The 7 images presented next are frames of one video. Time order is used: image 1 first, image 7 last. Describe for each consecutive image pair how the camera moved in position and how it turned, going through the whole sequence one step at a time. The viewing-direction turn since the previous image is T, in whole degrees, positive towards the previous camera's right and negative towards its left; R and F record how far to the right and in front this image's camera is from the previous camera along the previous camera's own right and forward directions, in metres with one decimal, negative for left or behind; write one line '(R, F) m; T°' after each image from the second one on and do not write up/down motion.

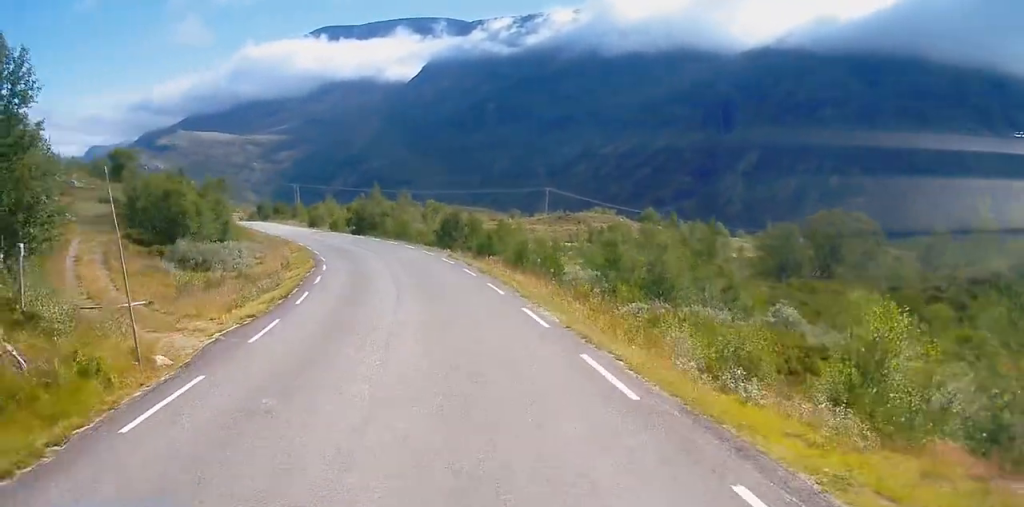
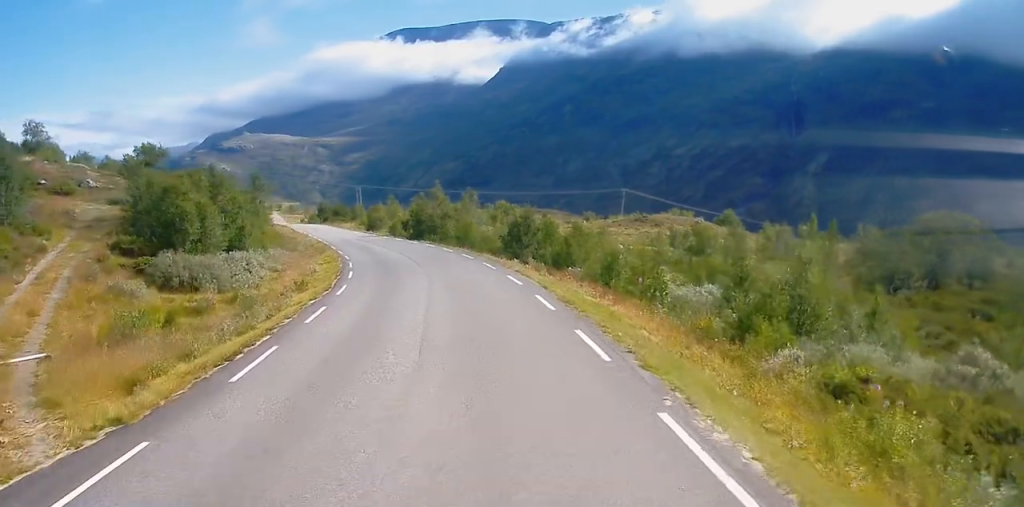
(0.0, +9.1) m; 0°
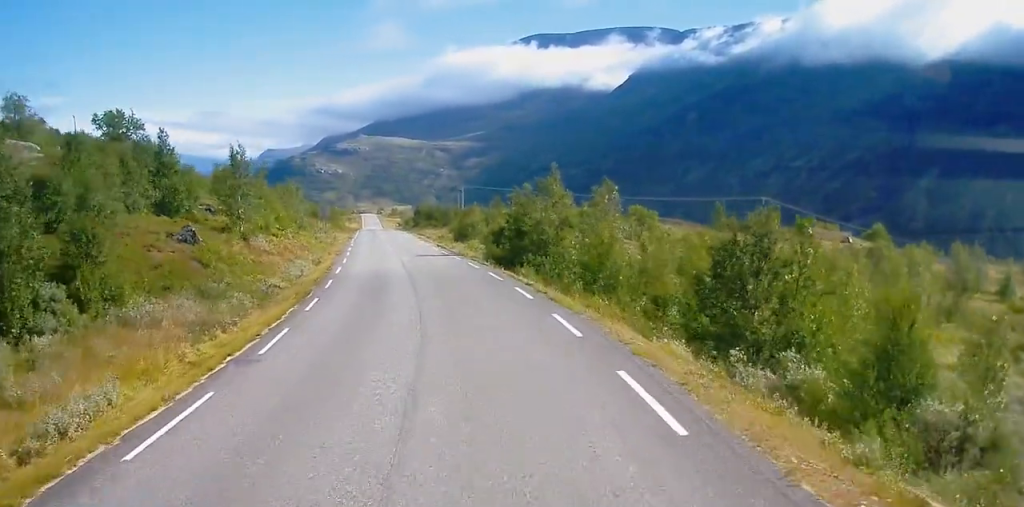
(-4.3, +26.8) m; -22°
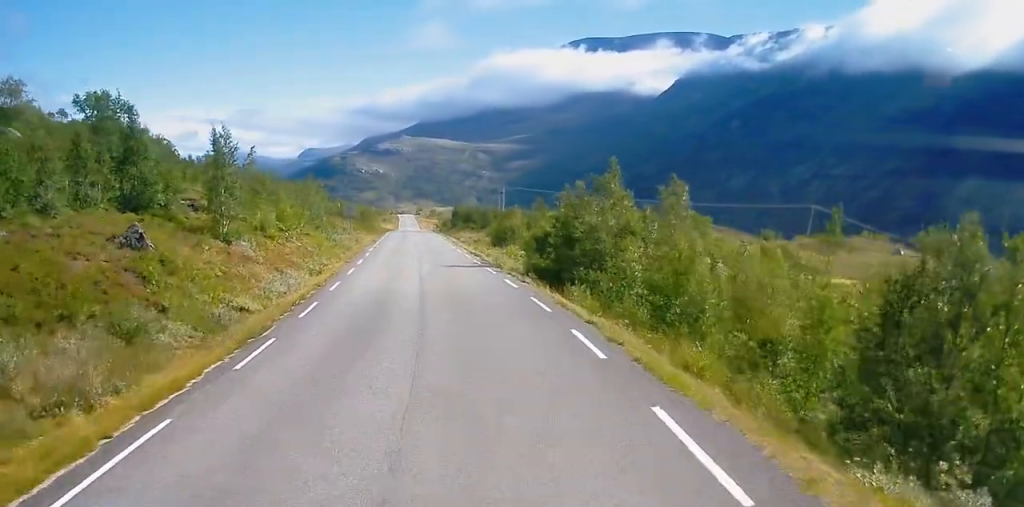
(-0.1, +7.7) m; -1°
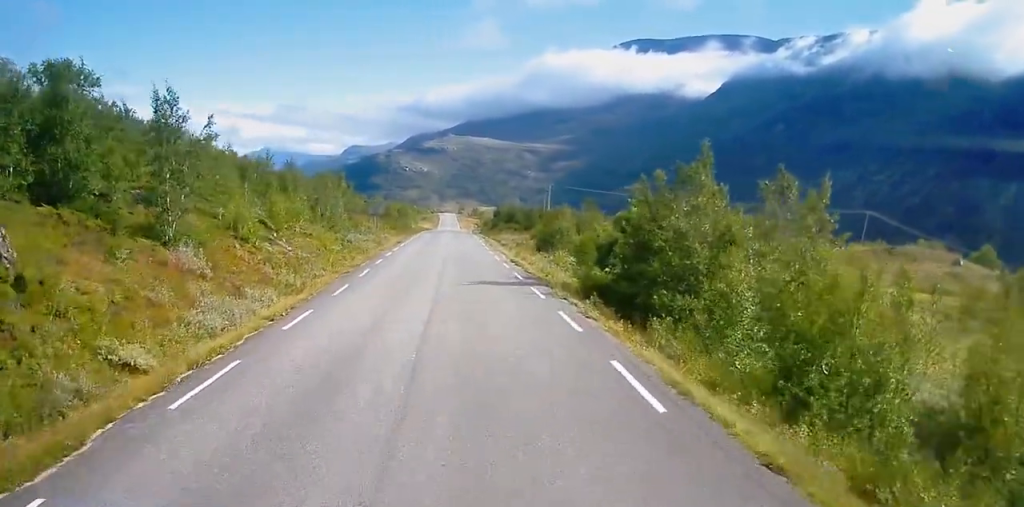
(0.0, +9.1) m; 0°
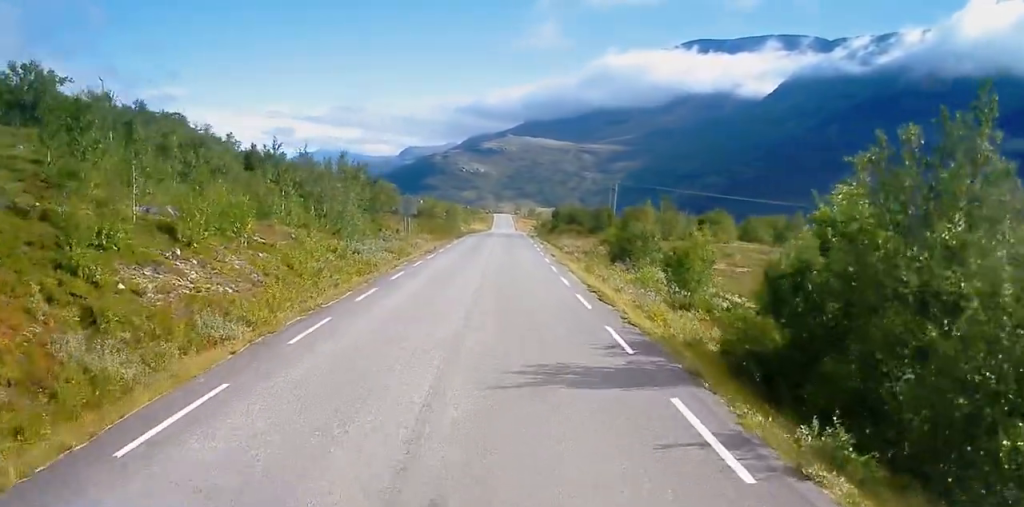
(0.0, +14.4) m; 0°
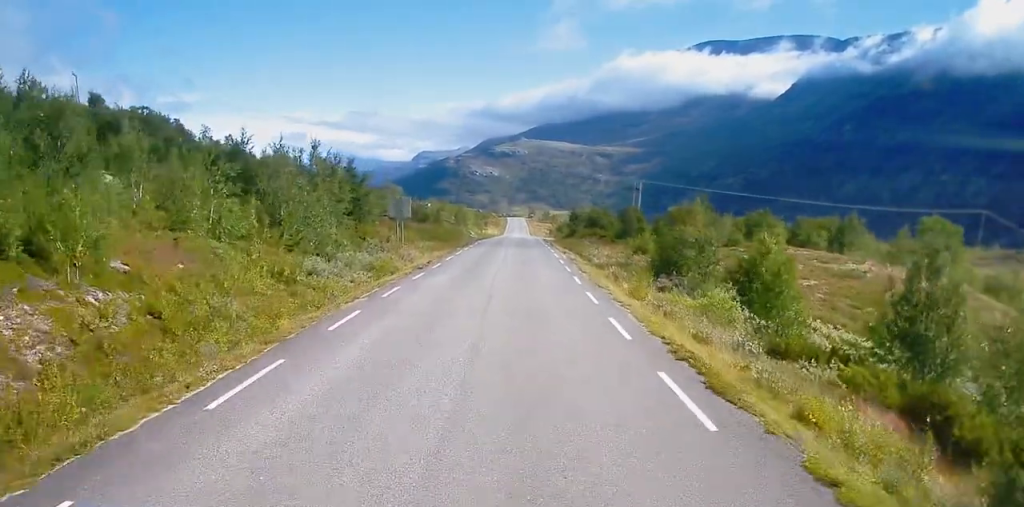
(0.0, +10.3) m; 0°
